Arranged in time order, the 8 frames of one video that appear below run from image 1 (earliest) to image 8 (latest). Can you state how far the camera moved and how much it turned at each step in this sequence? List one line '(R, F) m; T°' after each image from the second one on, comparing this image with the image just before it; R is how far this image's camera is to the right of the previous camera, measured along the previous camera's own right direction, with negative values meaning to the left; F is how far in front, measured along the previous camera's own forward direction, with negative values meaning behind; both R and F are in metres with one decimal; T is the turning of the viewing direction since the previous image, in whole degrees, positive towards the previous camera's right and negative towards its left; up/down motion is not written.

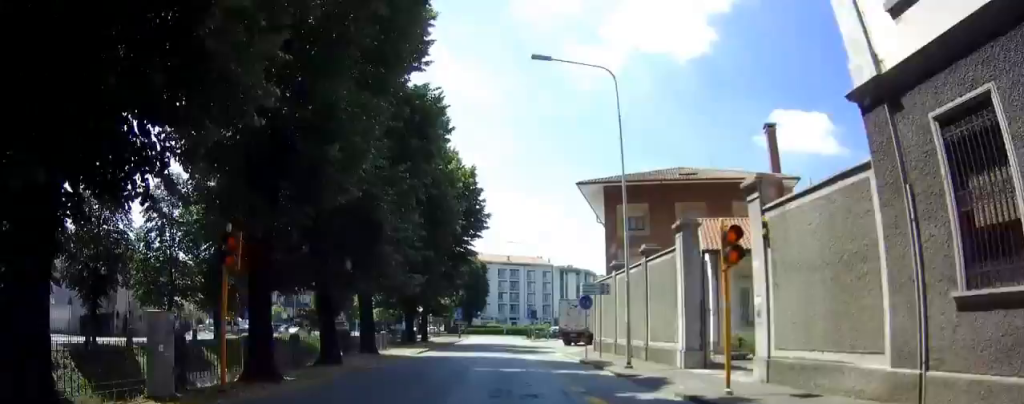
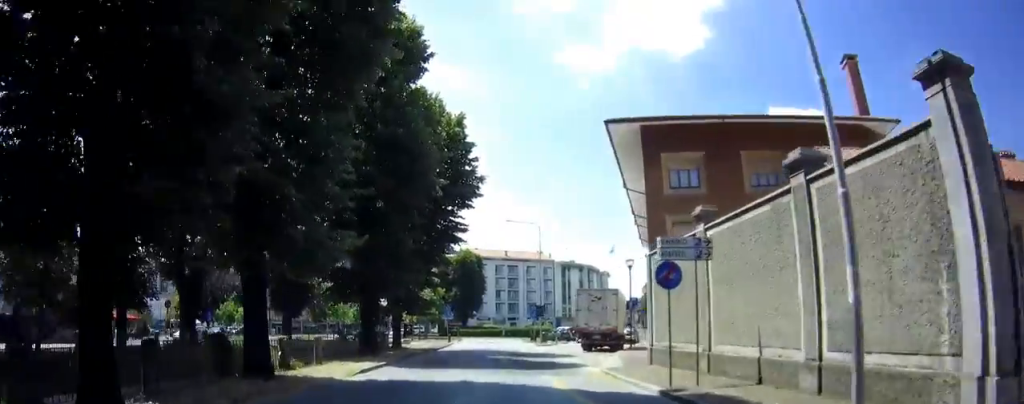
(0.0, +11.4) m; 0°
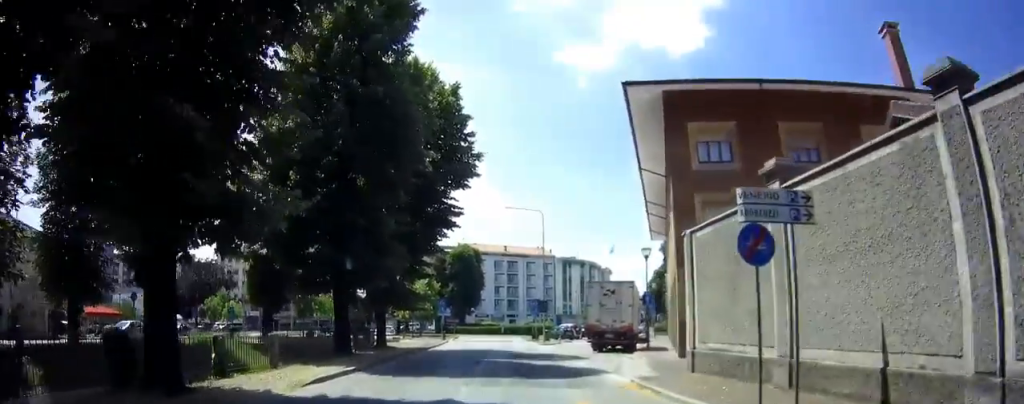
(0.0, +4.1) m; 0°
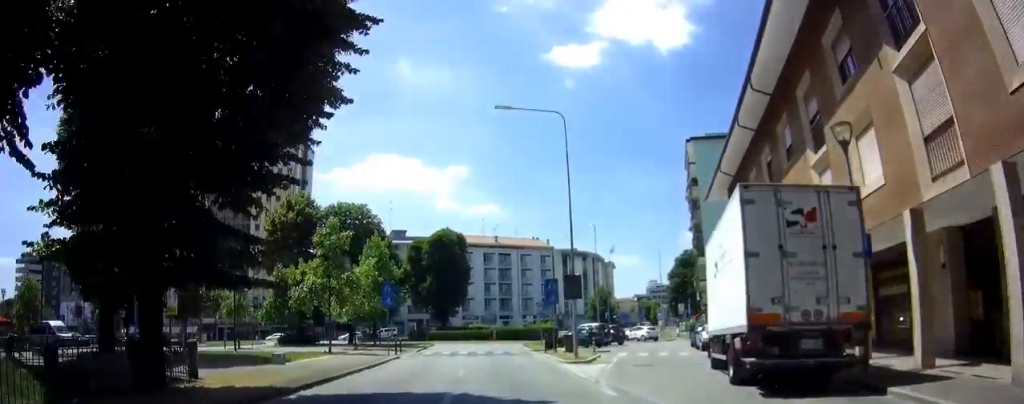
(0.0, +20.3) m; 0°
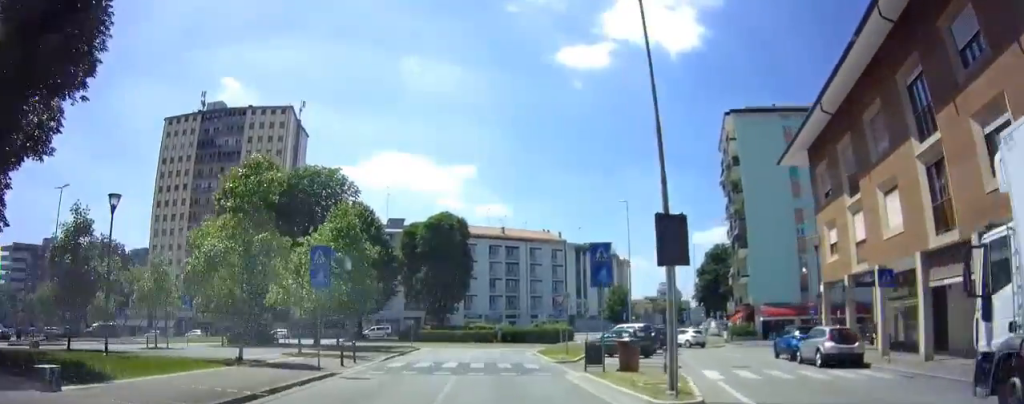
(0.0, +10.7) m; +1°
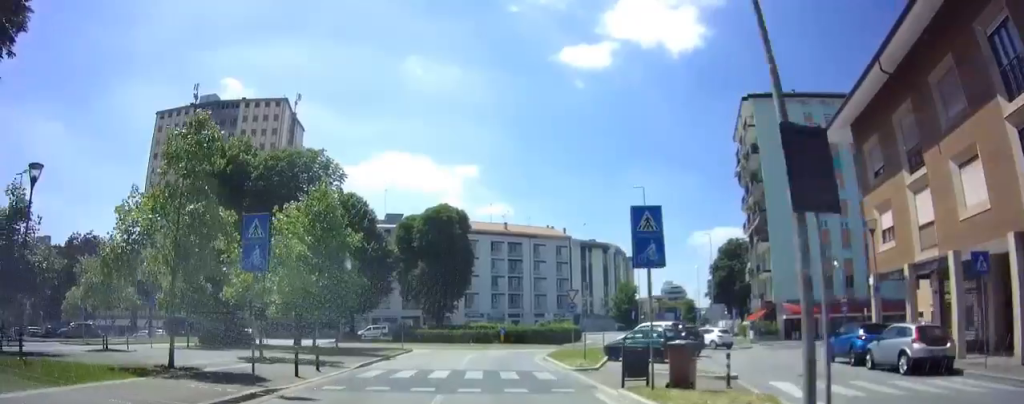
(0.0, +3.7) m; 0°
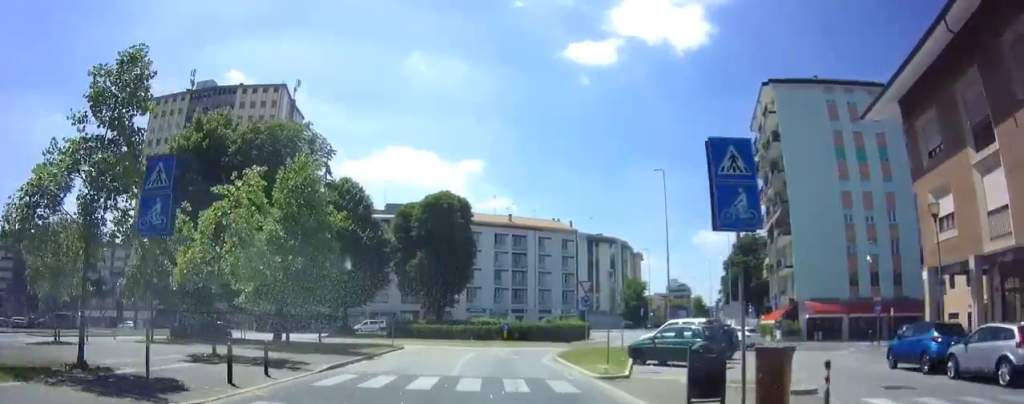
(+0.1, +3.4) m; -1°
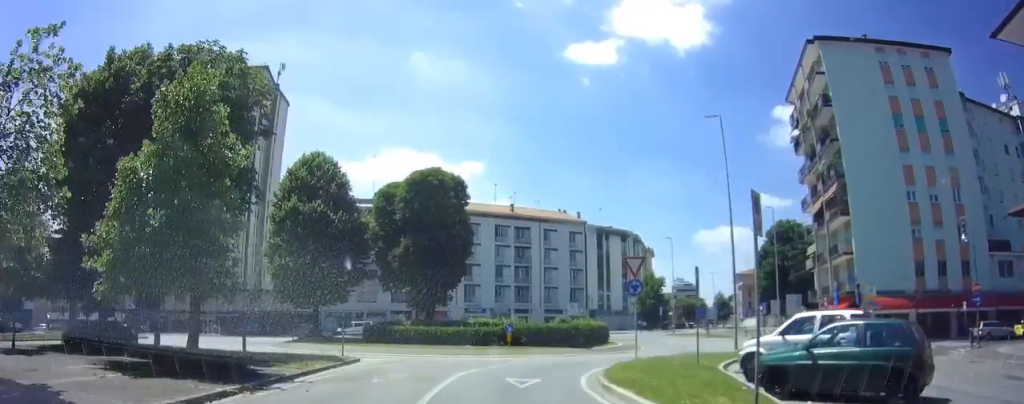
(-0.3, +9.4) m; -3°
